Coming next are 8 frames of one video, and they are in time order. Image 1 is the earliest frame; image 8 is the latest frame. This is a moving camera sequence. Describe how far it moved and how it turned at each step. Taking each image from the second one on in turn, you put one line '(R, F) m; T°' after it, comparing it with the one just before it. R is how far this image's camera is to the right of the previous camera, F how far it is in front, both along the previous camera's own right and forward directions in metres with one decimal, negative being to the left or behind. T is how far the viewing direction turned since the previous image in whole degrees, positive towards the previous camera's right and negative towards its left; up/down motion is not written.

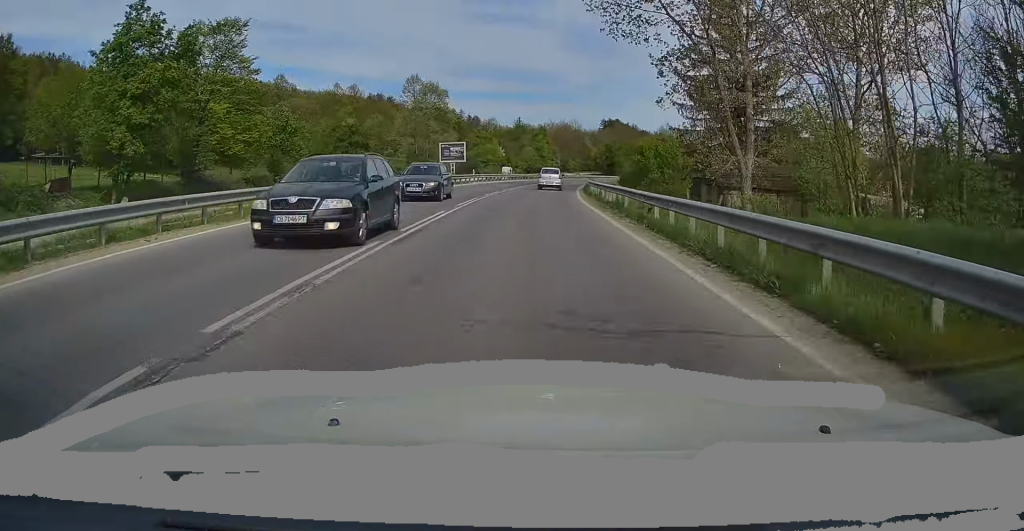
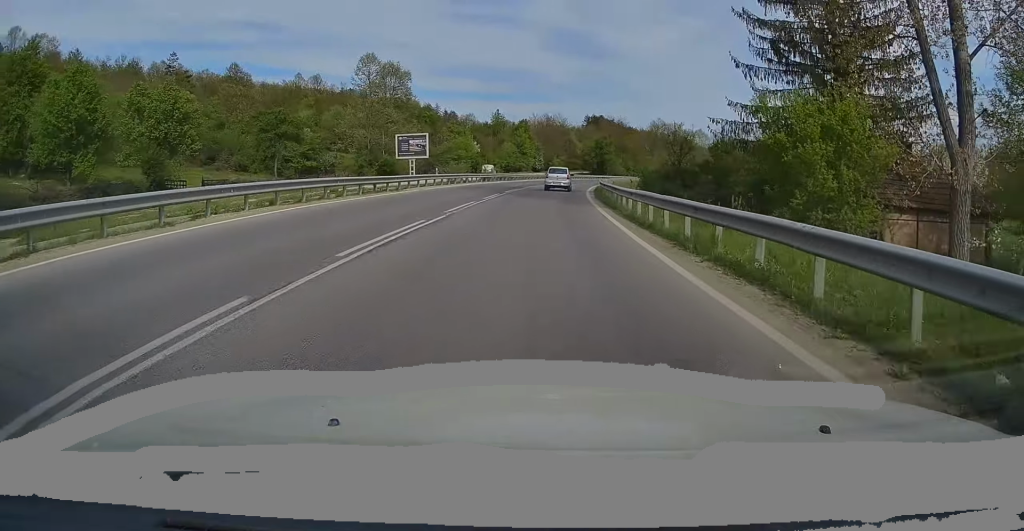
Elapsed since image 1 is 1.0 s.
(+0.2, +21.7) m; +1°
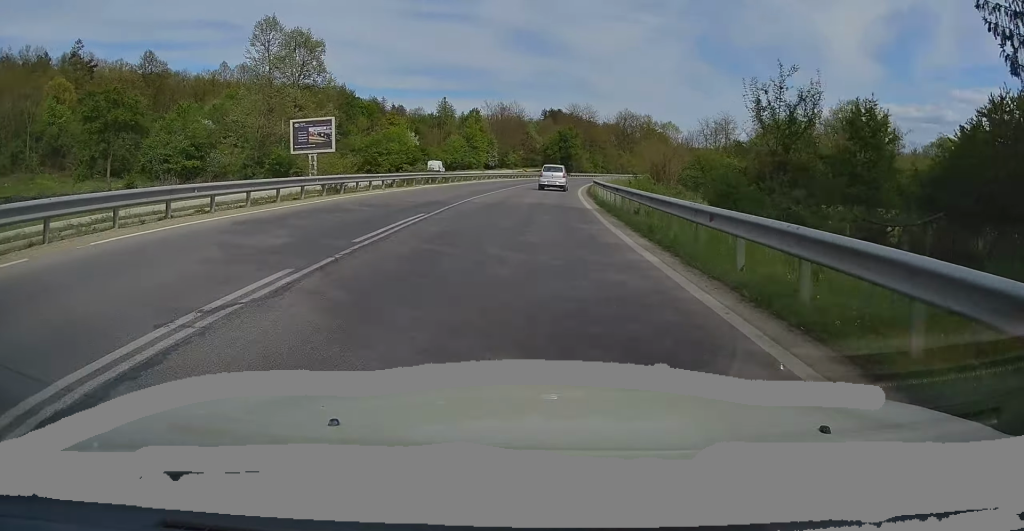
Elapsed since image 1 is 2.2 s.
(+0.4, +24.8) m; +3°
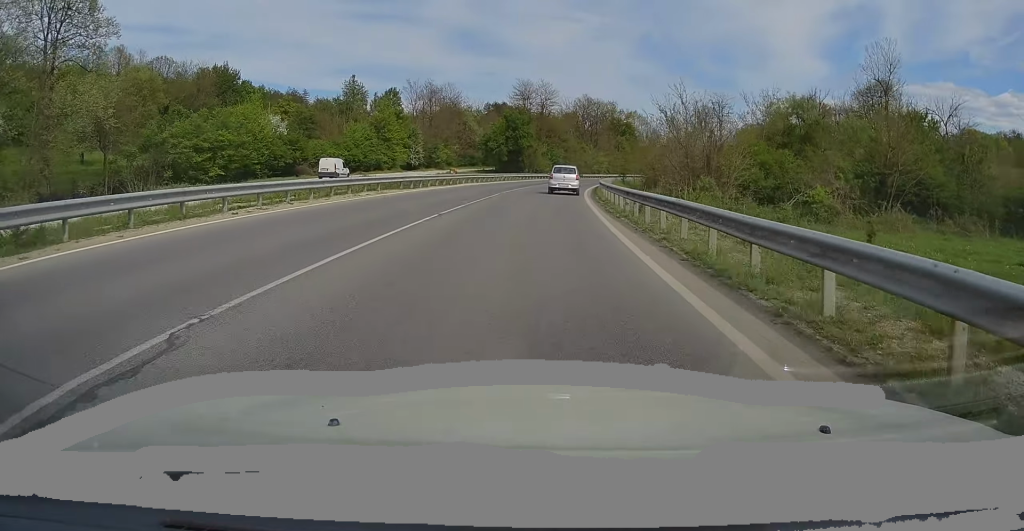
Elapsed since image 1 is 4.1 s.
(+1.8, +38.6) m; +6°
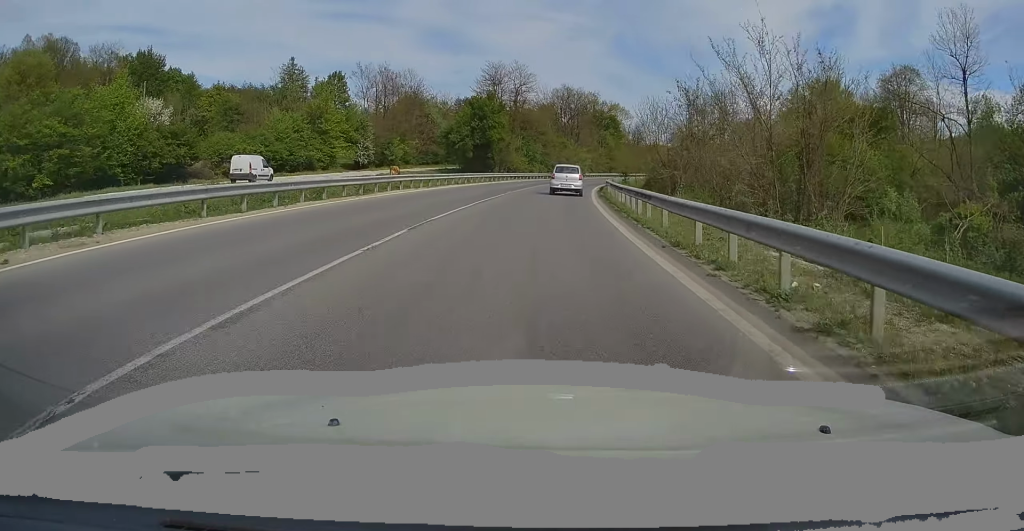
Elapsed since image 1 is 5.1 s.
(+0.6, +18.8) m; +3°
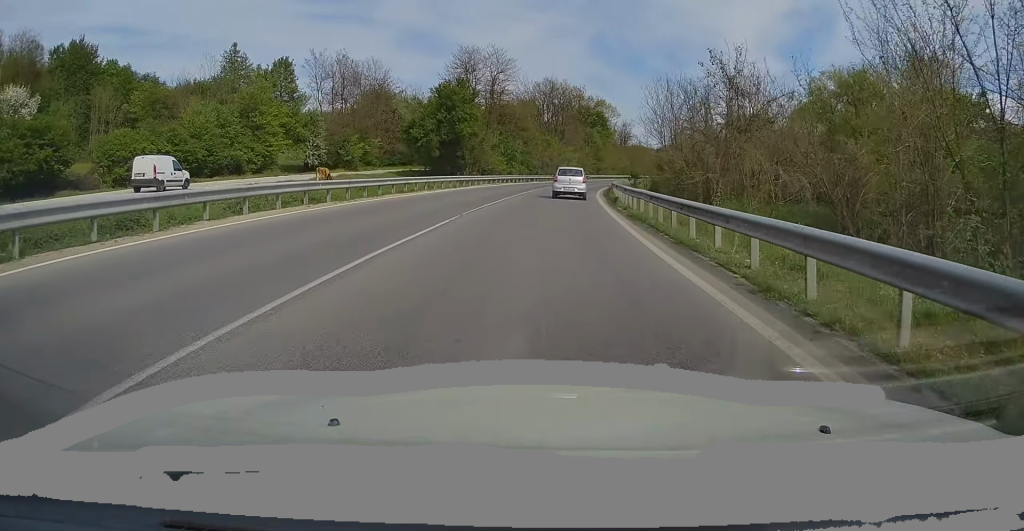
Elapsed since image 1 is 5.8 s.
(+0.3, +14.1) m; +2°
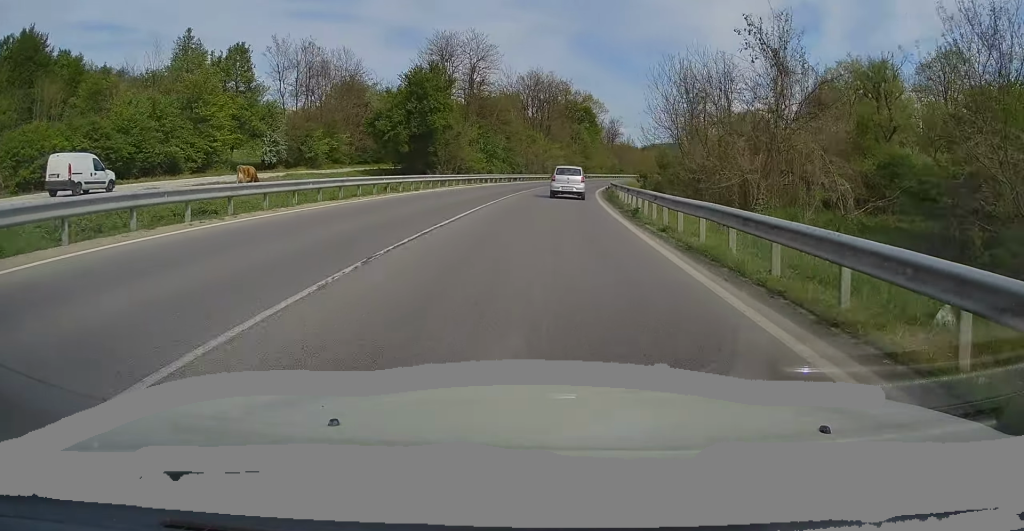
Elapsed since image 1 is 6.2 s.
(0.0, +8.7) m; +1°
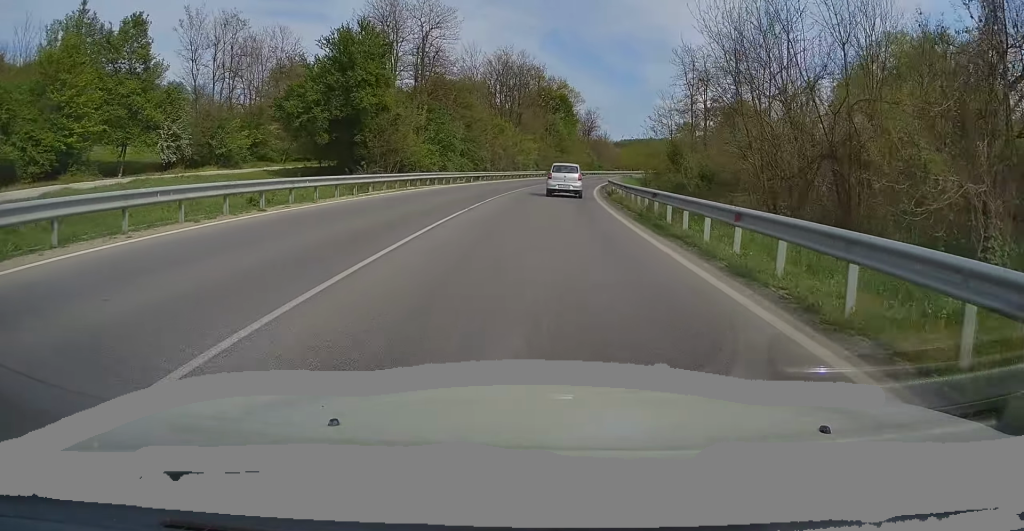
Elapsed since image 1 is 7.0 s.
(+0.2, +16.0) m; +3°
